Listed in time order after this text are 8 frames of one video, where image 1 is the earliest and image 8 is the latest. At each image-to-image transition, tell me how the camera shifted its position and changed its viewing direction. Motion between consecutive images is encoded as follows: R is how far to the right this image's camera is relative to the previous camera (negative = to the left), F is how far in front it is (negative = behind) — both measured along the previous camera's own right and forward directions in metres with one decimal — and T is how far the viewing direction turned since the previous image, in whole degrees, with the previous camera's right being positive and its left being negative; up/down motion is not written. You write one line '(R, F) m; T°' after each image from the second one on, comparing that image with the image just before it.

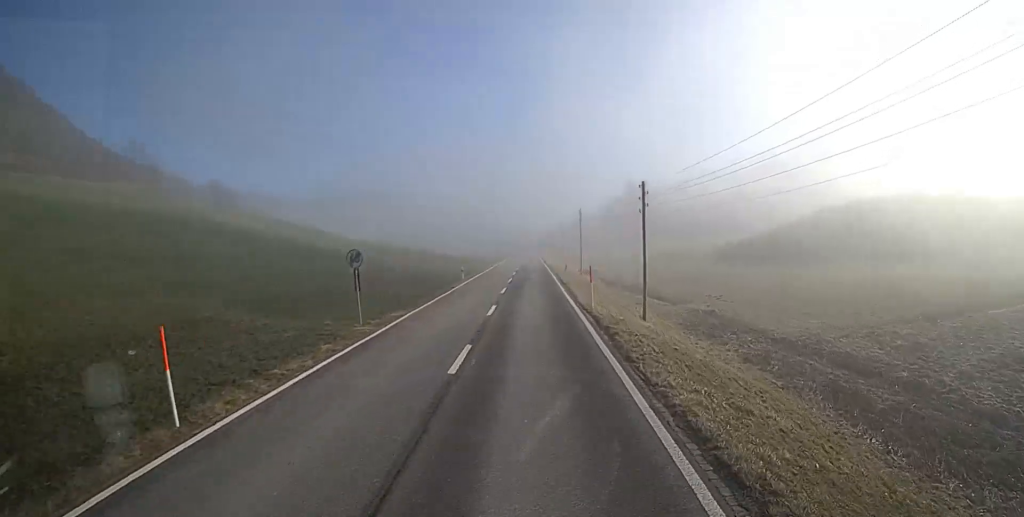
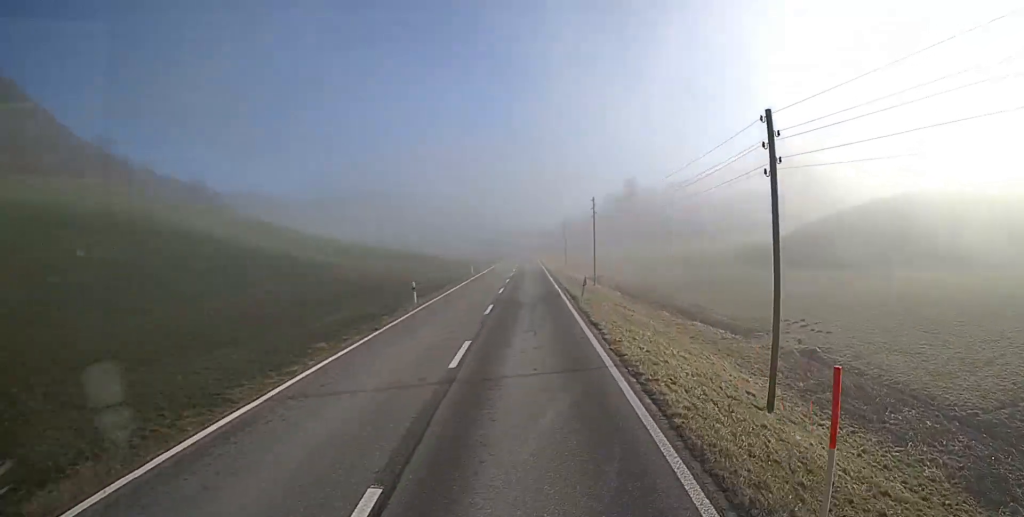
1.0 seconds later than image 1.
(+0.1, +17.5) m; 0°
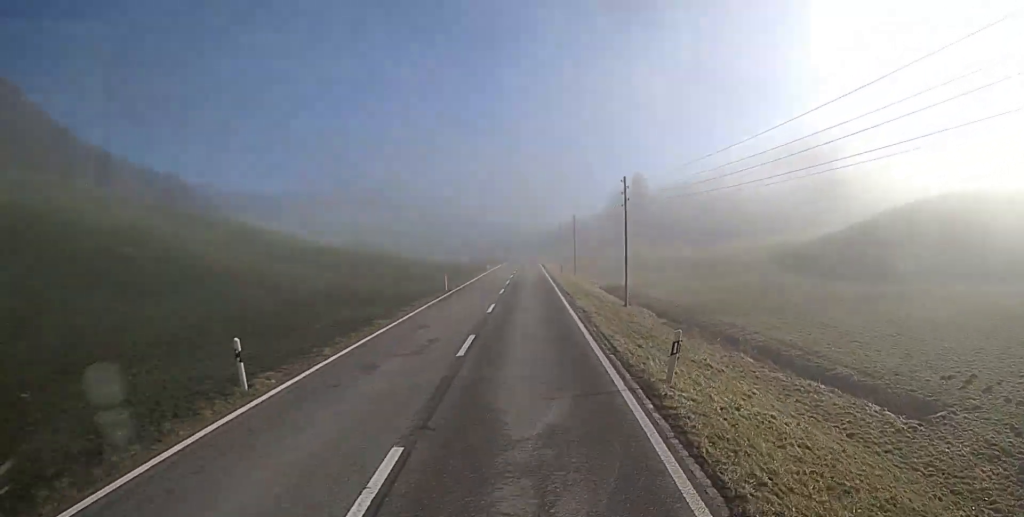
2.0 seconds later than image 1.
(0.0, +17.1) m; 0°
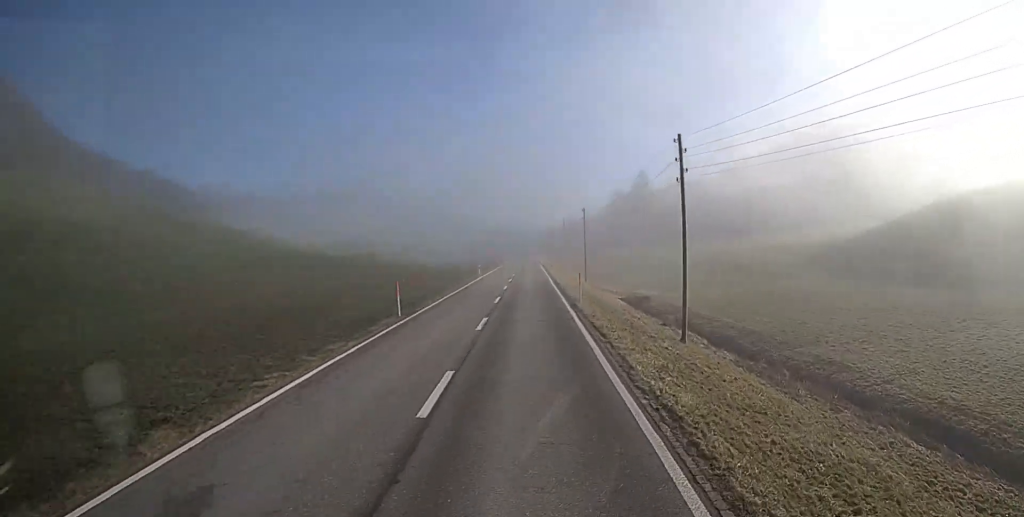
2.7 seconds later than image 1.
(0.0, +13.6) m; 0°
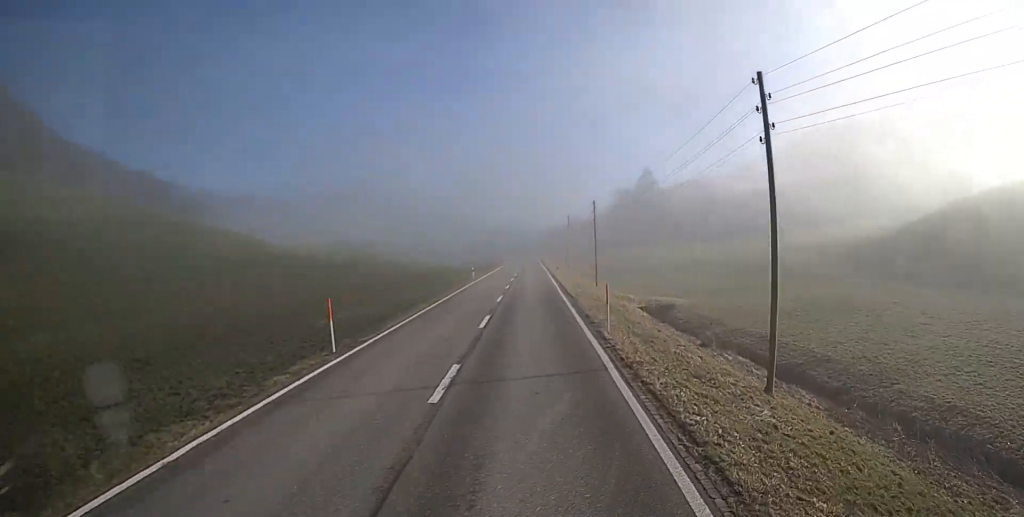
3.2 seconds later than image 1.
(+0.1, +8.3) m; 0°
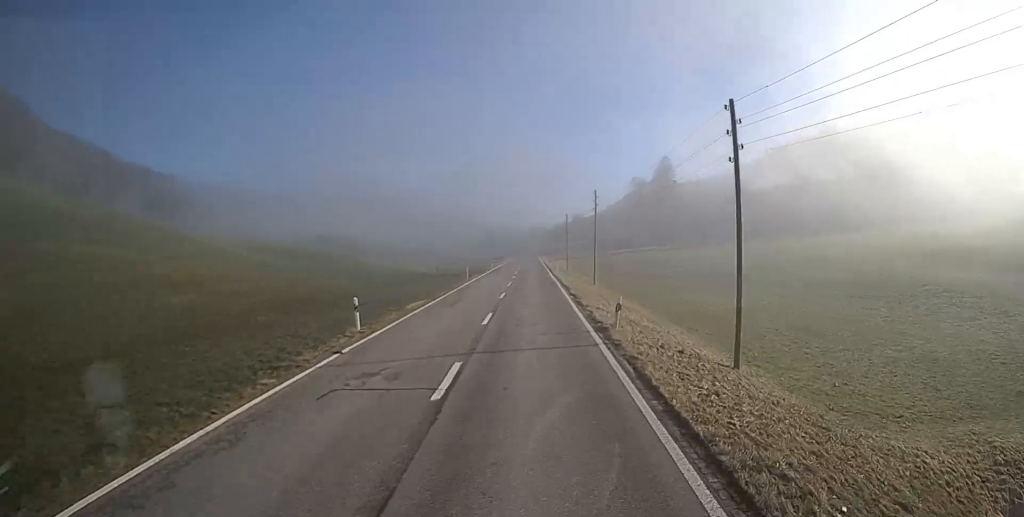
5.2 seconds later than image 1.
(+0.1, +35.4) m; 0°
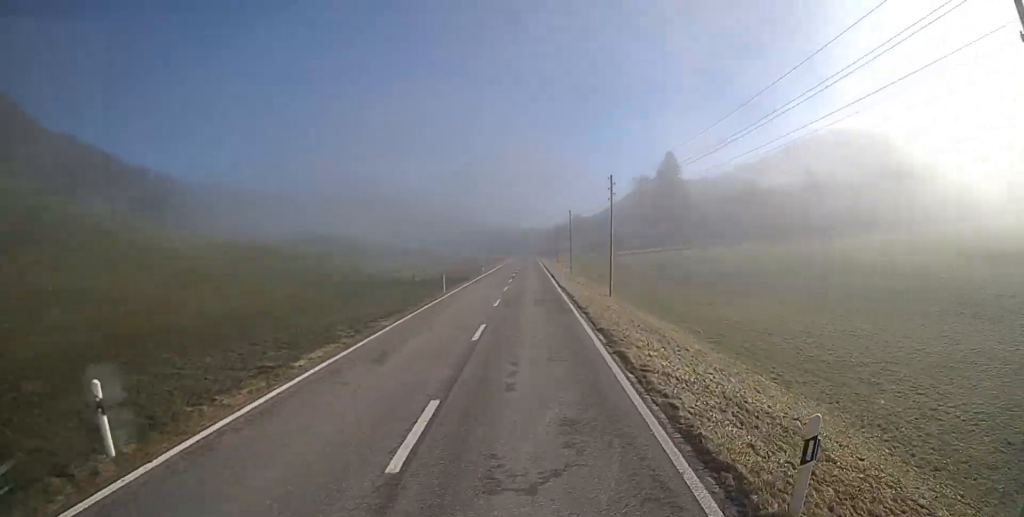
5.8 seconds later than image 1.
(-0.1, +11.8) m; 0°
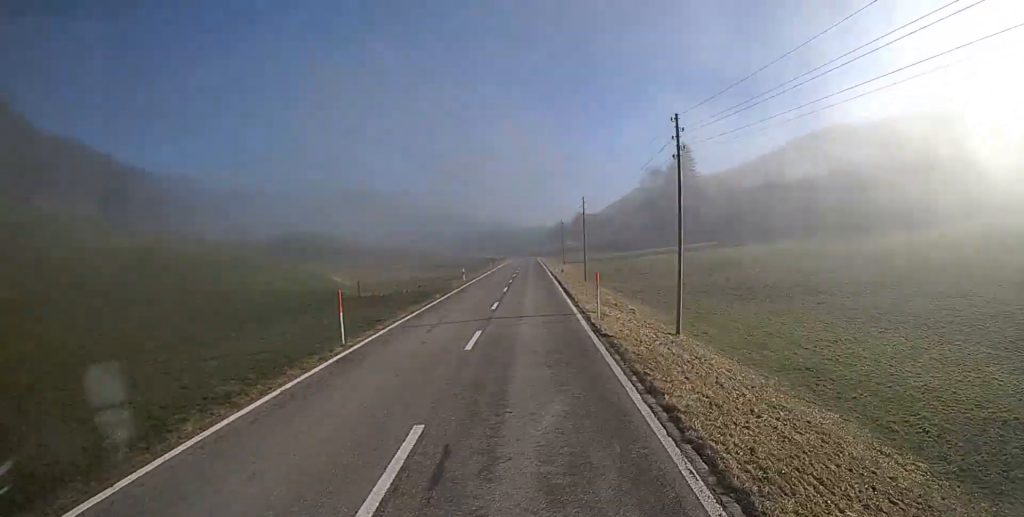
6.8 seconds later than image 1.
(-0.2, +19.6) m; -1°
